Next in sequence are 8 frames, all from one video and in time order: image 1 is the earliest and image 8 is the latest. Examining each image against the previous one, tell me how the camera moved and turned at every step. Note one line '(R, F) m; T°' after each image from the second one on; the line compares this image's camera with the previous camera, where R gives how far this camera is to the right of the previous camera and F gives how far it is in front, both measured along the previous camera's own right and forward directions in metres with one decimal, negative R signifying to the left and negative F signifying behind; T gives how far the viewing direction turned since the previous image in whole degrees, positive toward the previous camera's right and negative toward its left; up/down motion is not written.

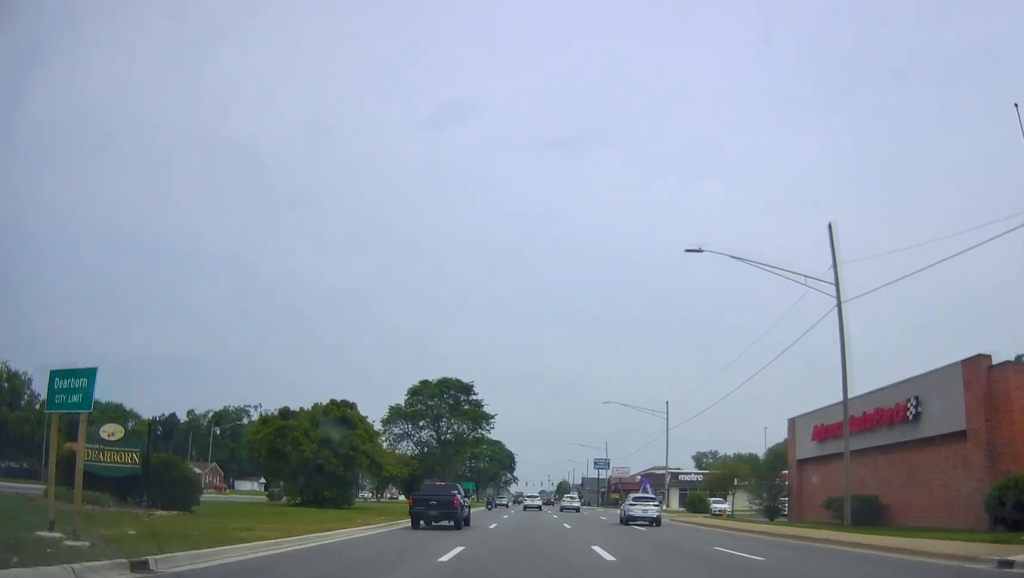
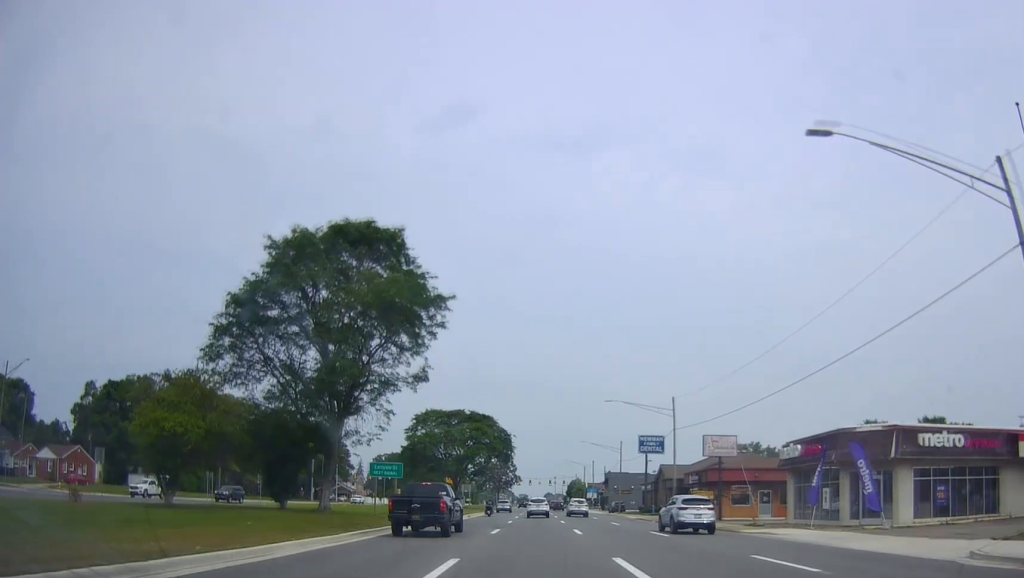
(-0.7, +51.0) m; -1°
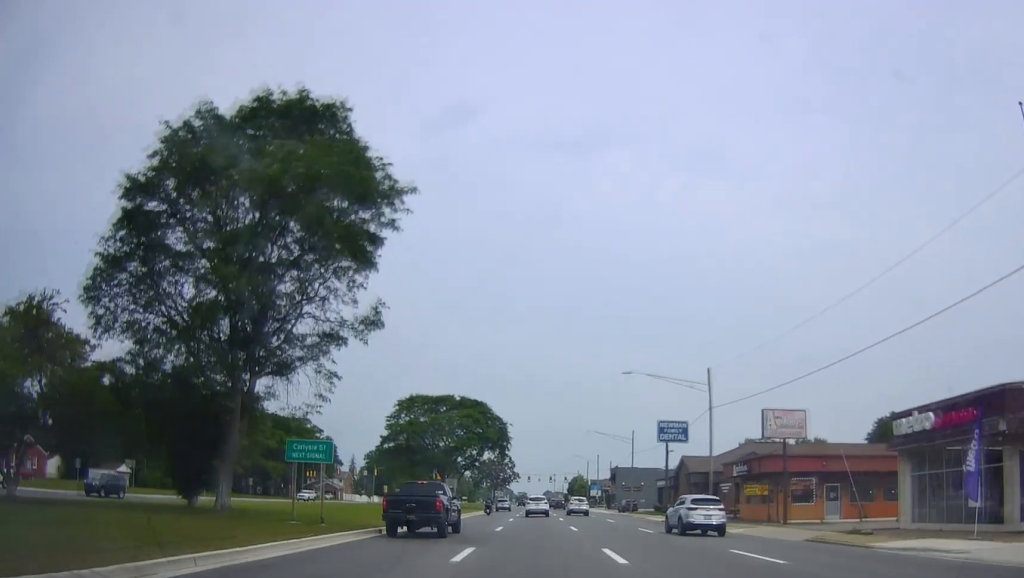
(+0.2, +12.7) m; -1°
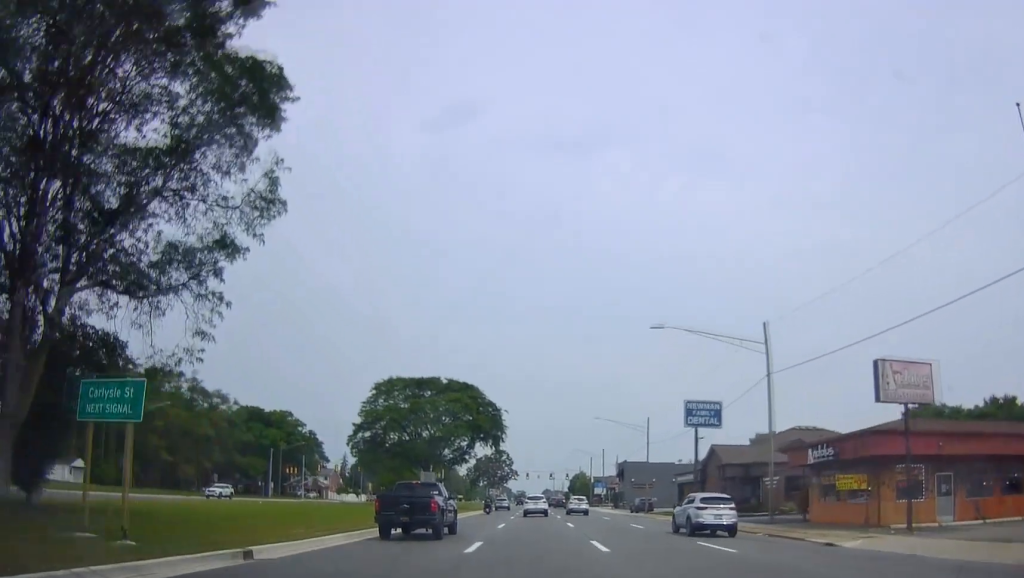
(-0.4, +12.8) m; 0°
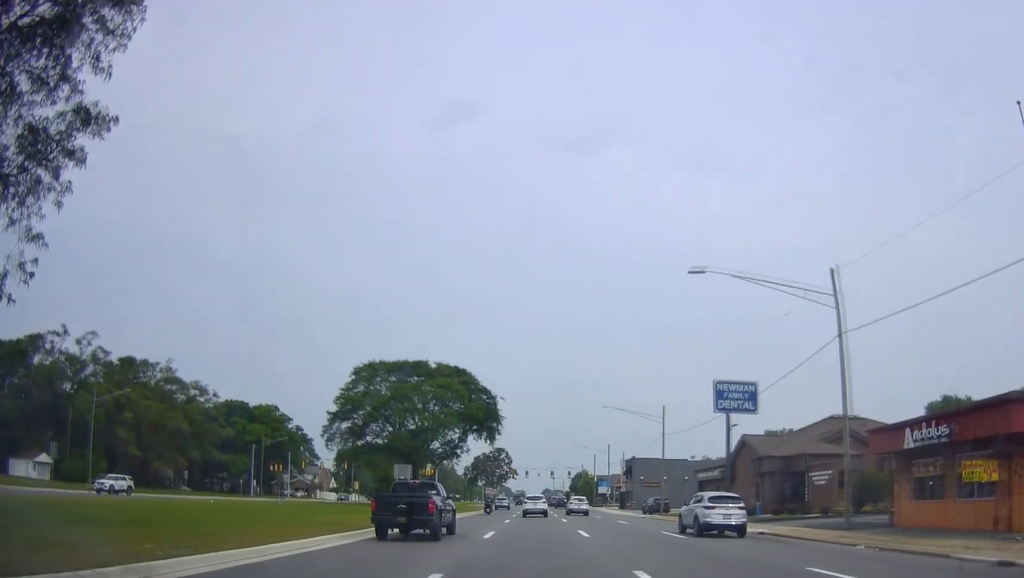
(-0.2, +9.3) m; 0°
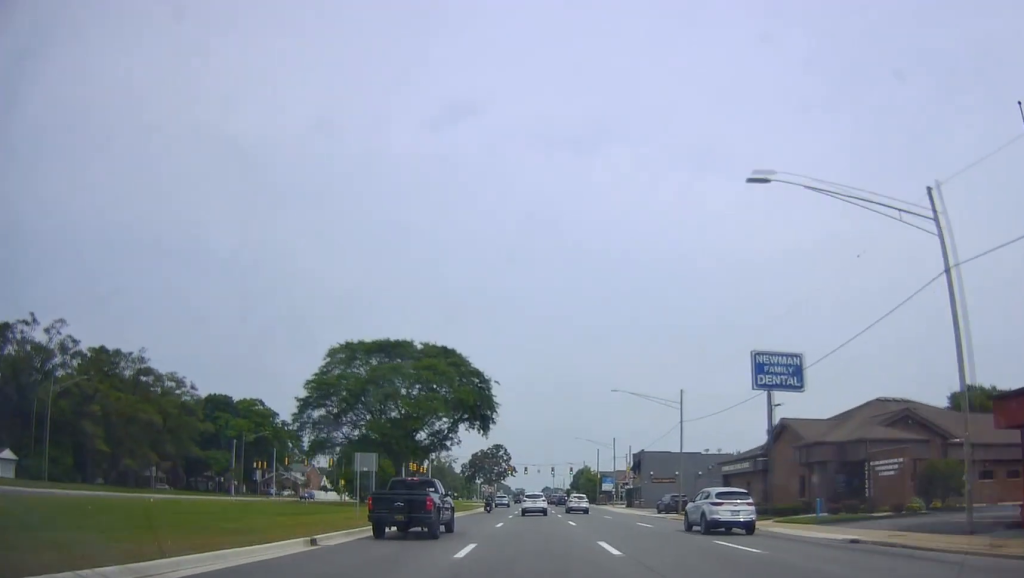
(+0.4, +8.6) m; 0°
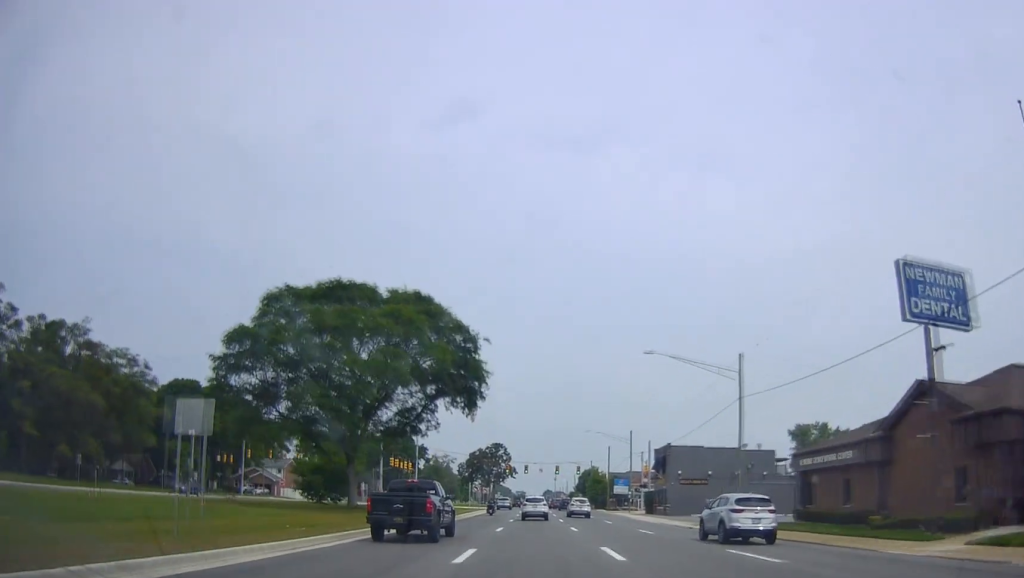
(-0.2, +16.3) m; -1°
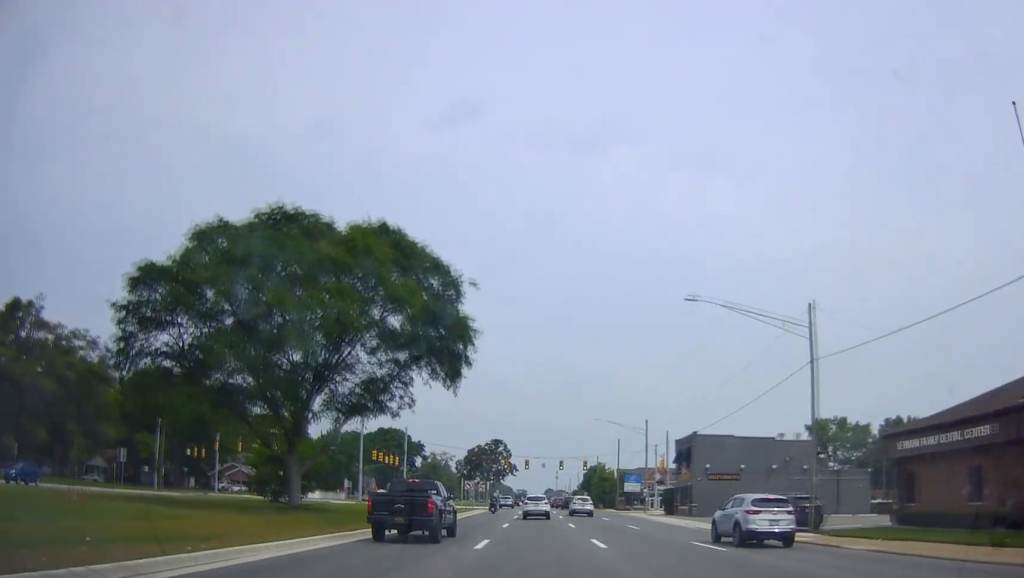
(-0.1, +11.0) m; 0°
